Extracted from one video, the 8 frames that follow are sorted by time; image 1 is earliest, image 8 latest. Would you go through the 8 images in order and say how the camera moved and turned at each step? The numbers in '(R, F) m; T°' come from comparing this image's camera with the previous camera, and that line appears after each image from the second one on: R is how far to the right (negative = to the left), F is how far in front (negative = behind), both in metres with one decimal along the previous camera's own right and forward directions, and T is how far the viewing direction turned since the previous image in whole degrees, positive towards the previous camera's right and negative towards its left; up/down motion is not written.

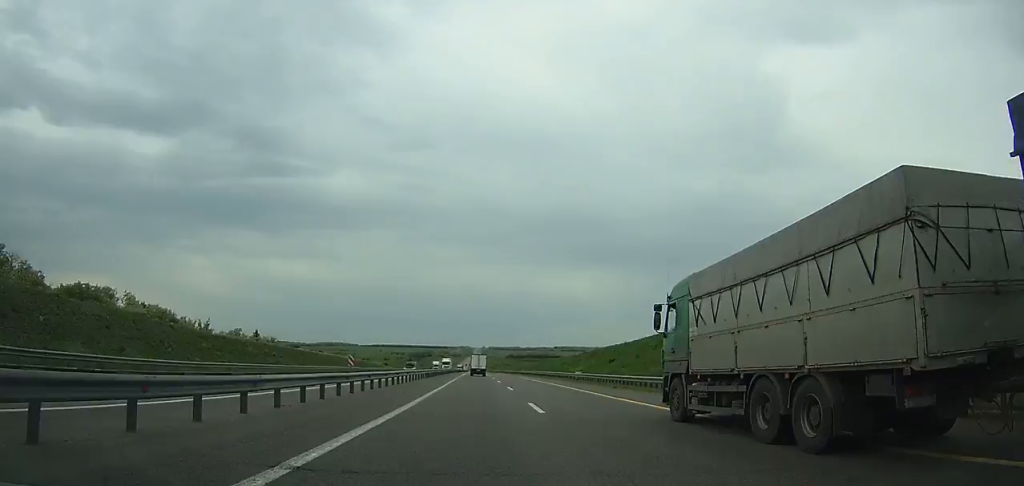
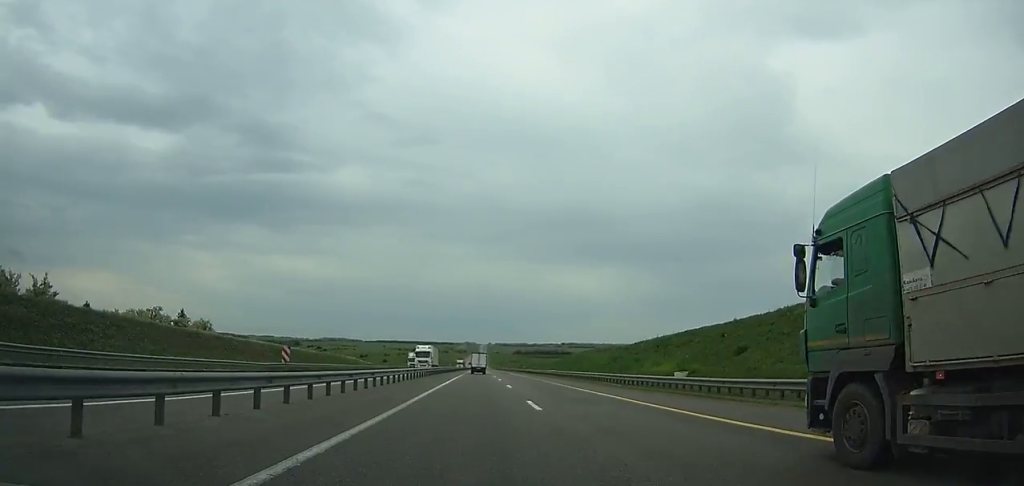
(-0.3, +45.9) m; -1°
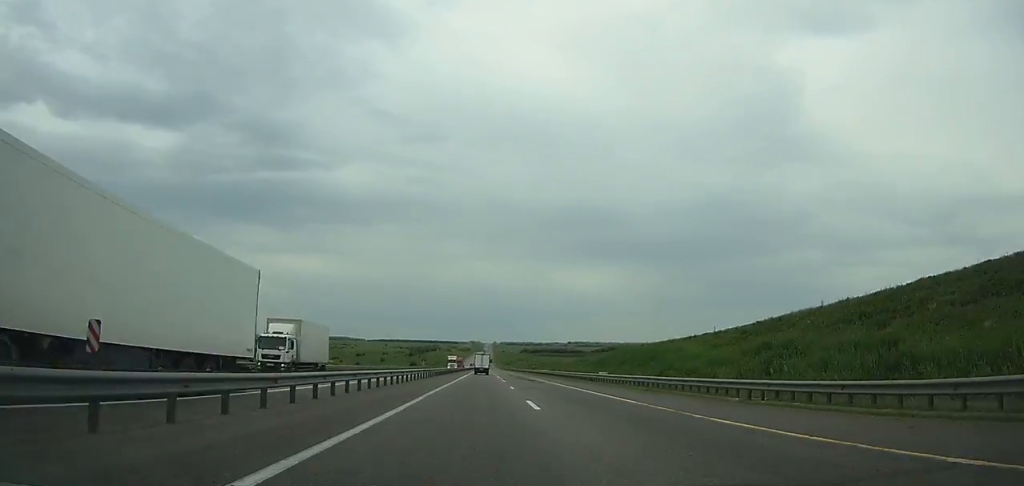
(-0.4, +46.9) m; 0°
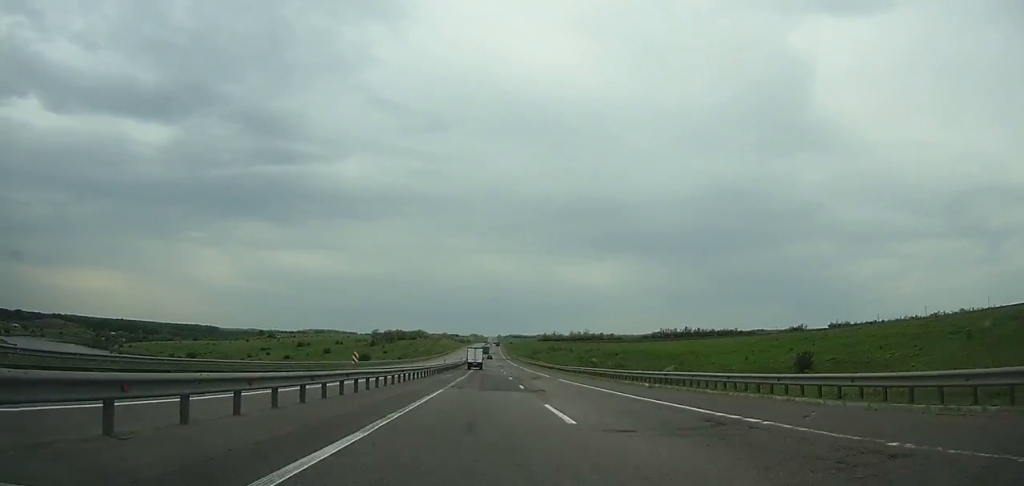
(-1.0, +234.6) m; 0°
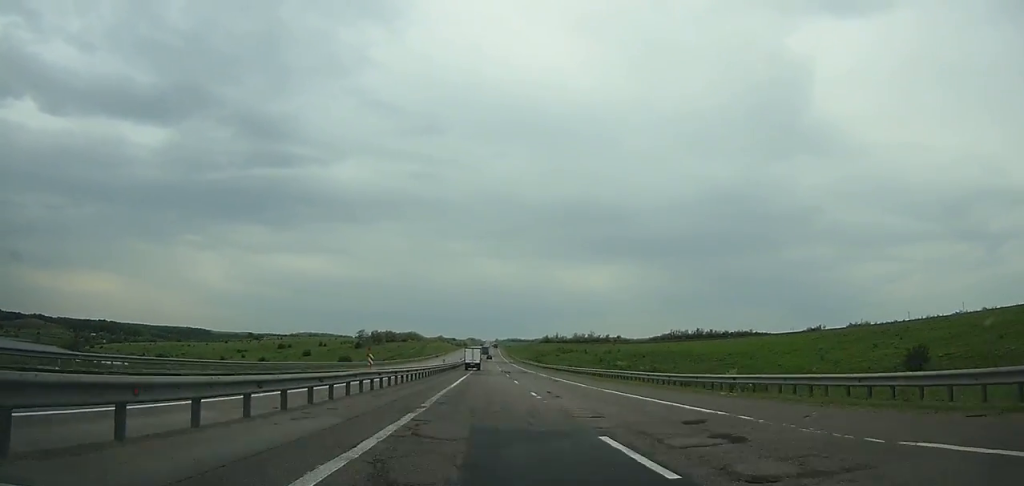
(-0.1, +40.8) m; 0°
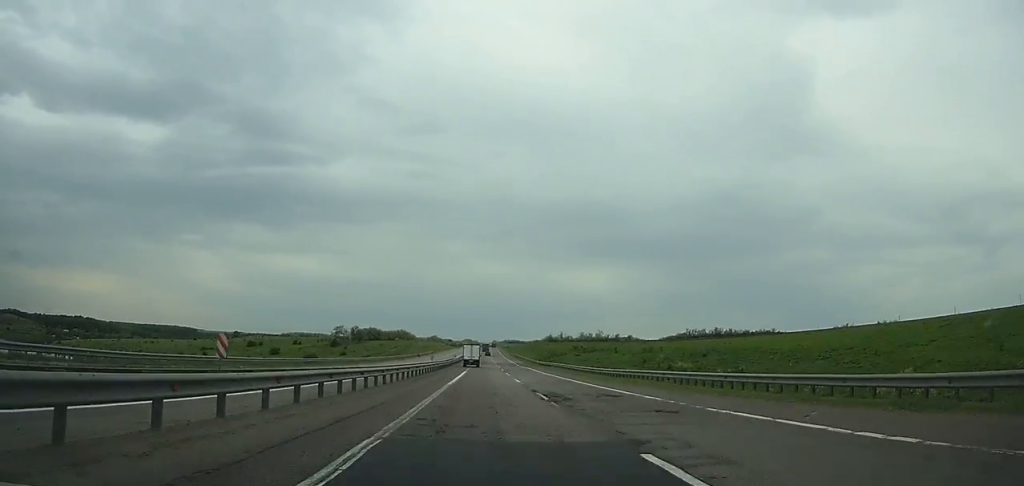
(+0.1, +49.9) m; 0°
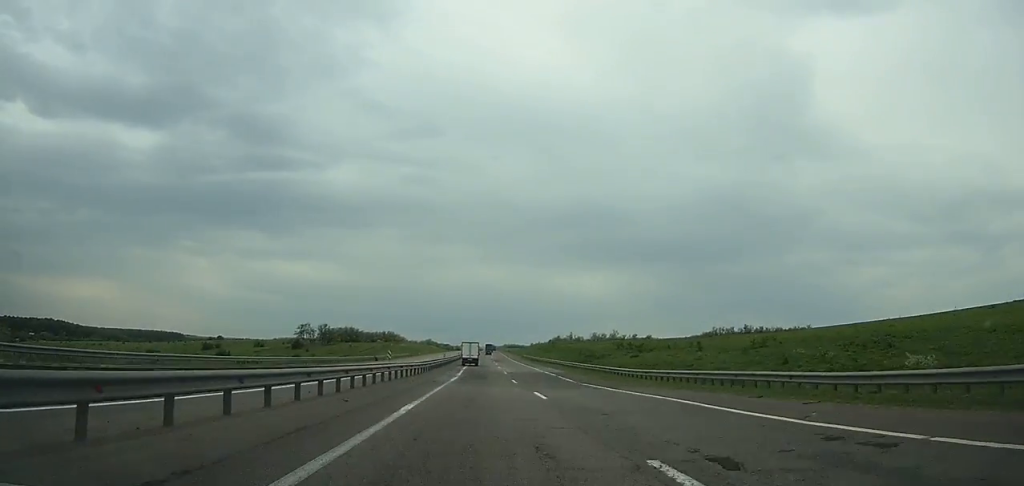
(+0.2, +62.1) m; 0°
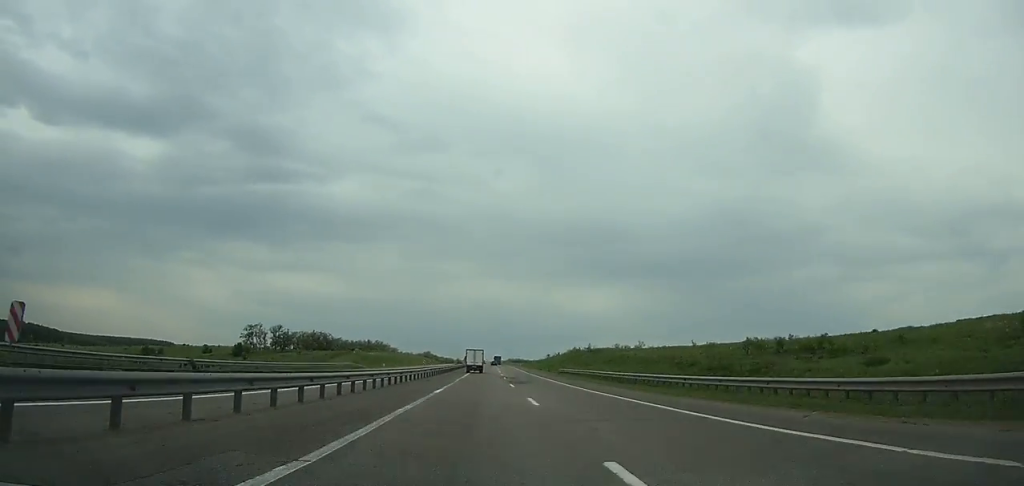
(0.0, +64.0) m; 0°
